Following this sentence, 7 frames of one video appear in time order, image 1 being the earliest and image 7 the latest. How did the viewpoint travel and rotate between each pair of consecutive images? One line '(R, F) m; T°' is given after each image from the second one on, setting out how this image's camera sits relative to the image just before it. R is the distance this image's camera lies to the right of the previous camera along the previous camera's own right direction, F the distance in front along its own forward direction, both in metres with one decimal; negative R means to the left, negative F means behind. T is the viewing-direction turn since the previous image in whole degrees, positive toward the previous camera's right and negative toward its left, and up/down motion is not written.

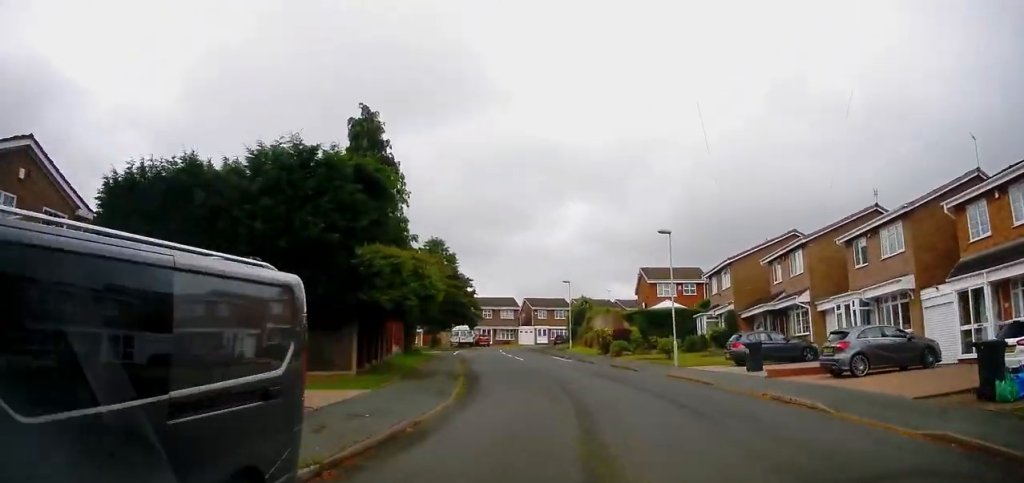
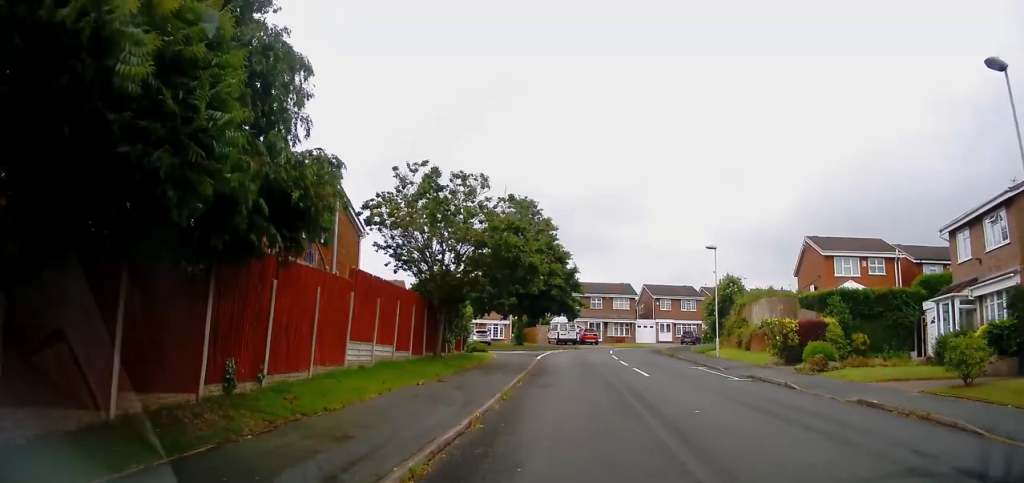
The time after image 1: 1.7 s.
(-1.6, +17.8) m; -11°
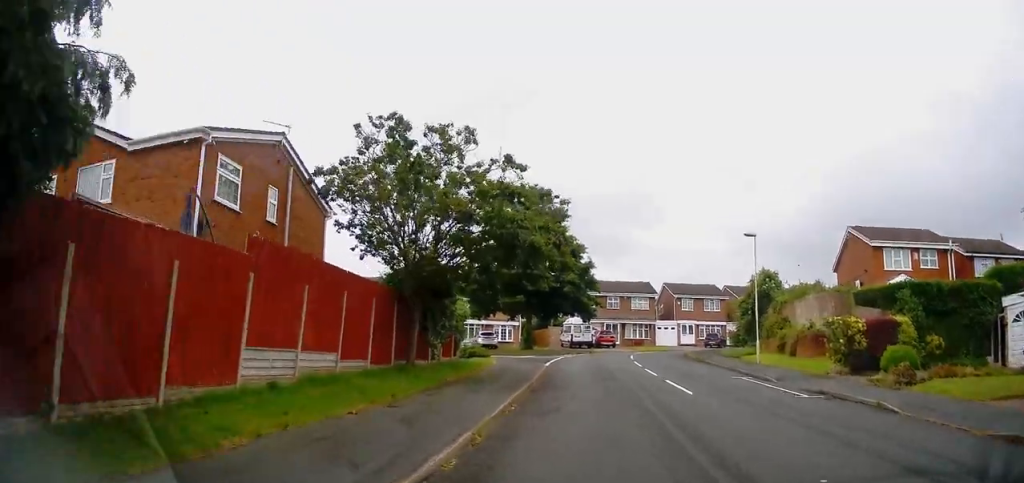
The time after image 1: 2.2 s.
(-0.3, +5.1) m; -2°
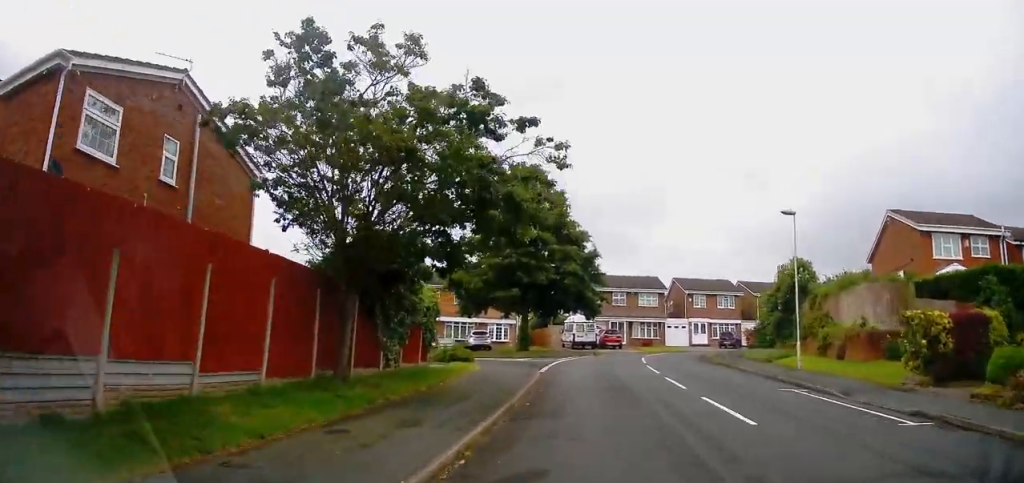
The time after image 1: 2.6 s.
(-0.4, +5.1) m; -1°
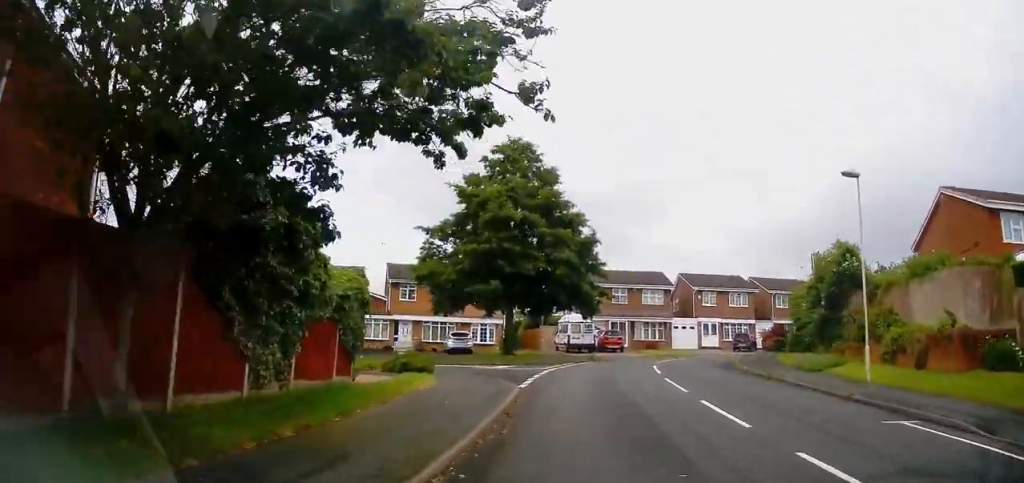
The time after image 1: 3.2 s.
(+0.1, +5.9) m; 0°
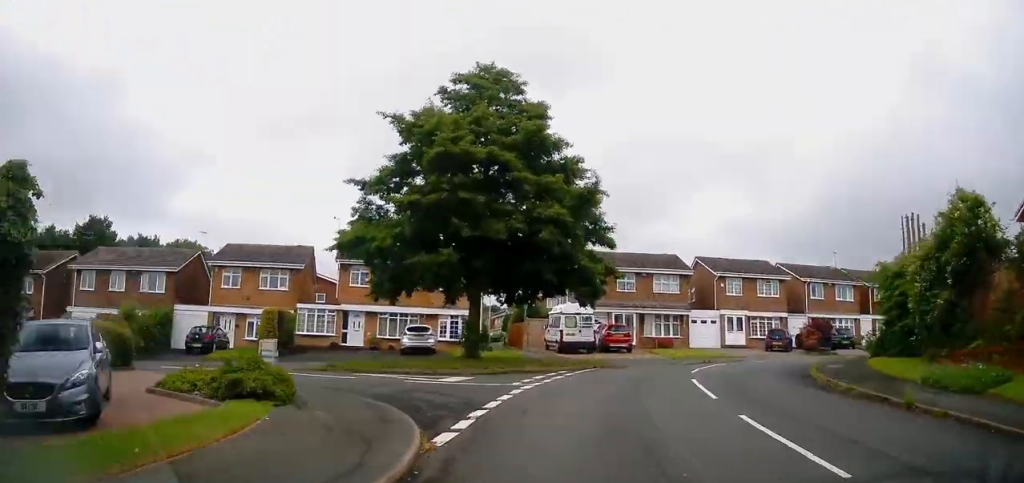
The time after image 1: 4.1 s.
(+0.3, +9.2) m; +1°
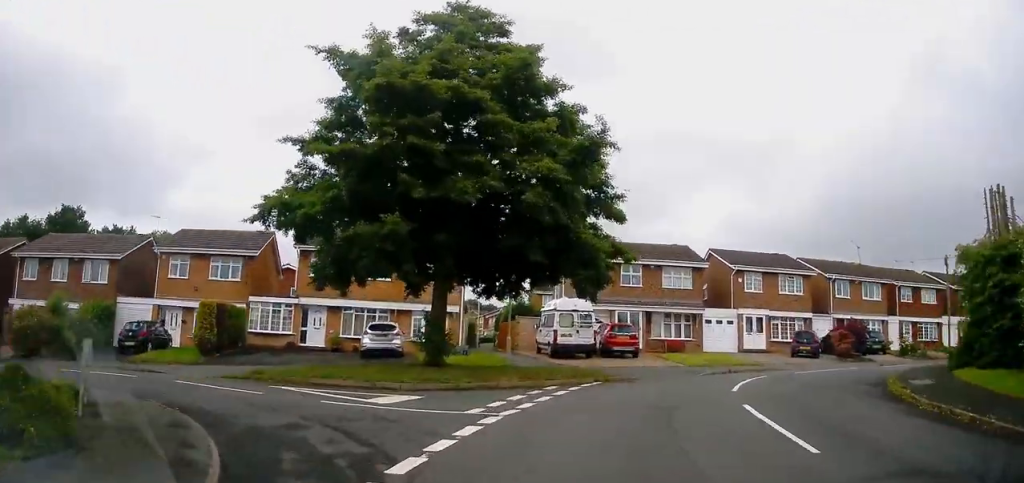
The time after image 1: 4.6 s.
(-0.1, +5.7) m; 0°
